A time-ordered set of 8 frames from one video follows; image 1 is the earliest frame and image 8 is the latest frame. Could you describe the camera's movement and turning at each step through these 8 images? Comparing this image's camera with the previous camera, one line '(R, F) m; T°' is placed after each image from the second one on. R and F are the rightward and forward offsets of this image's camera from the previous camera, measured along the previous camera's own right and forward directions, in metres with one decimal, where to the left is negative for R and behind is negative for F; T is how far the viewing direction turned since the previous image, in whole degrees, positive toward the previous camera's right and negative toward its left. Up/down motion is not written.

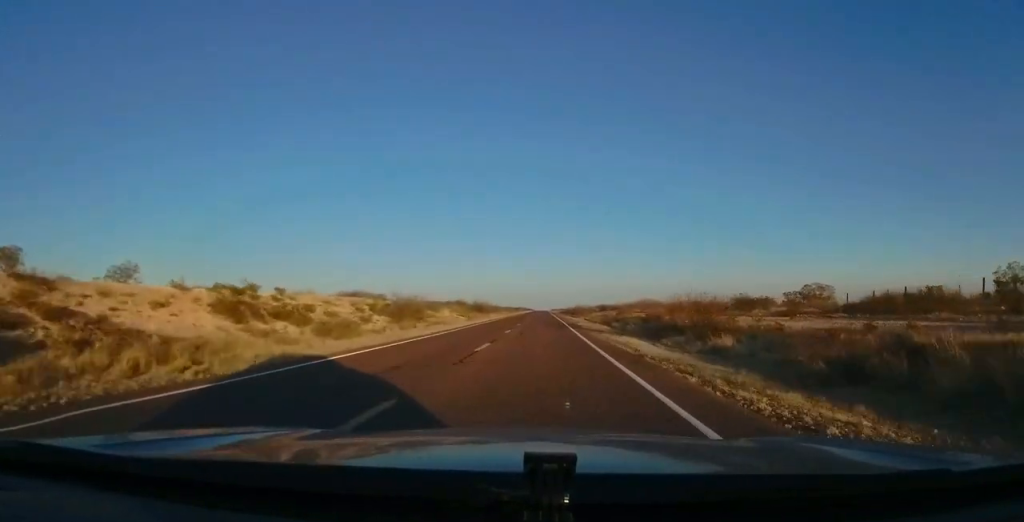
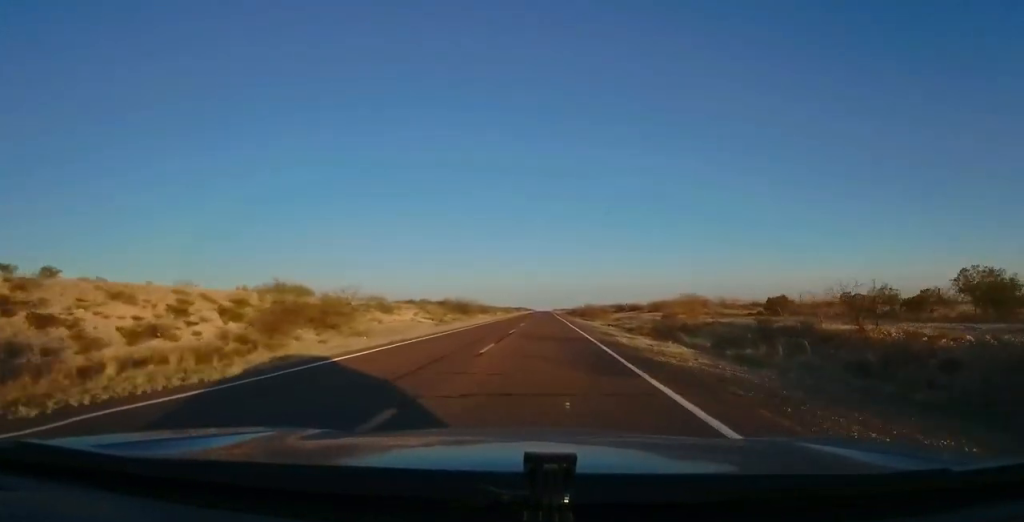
(-0.3, +24.6) m; -1°
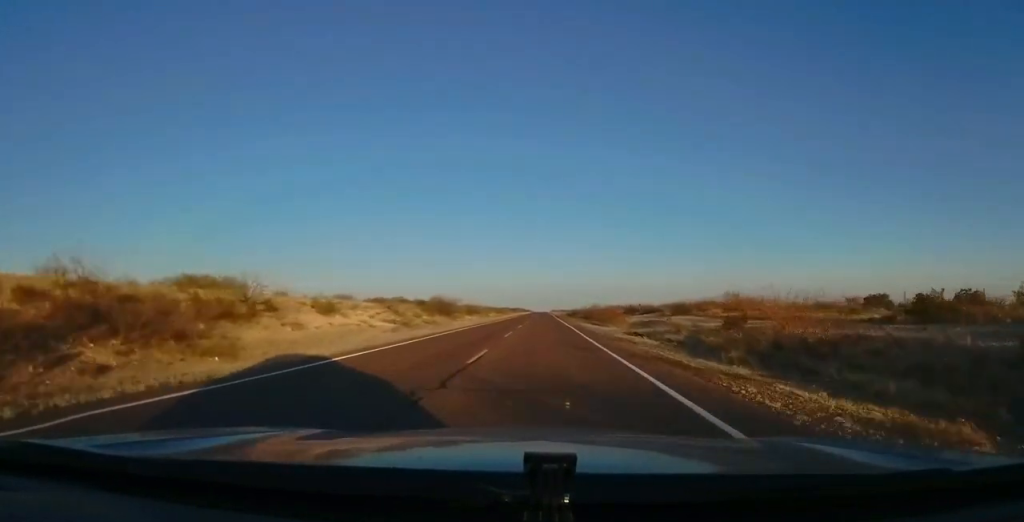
(-0.3, +14.8) m; 0°
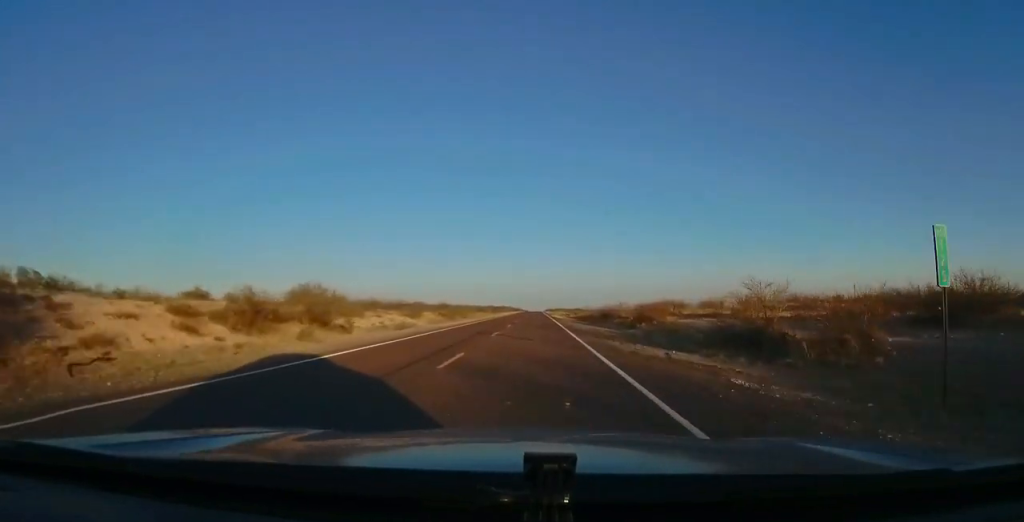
(+1.7, +73.7) m; +1°
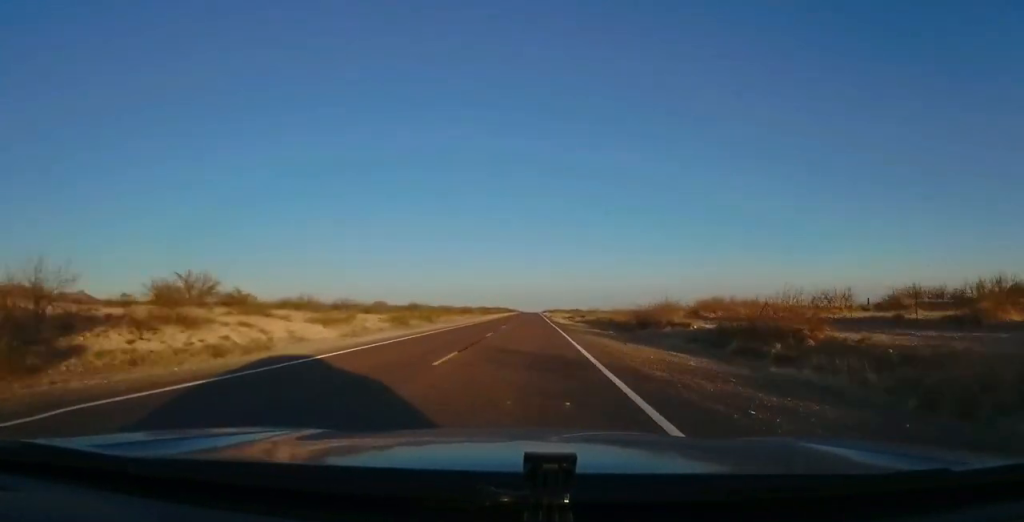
(-0.1, +23.5) m; -1°
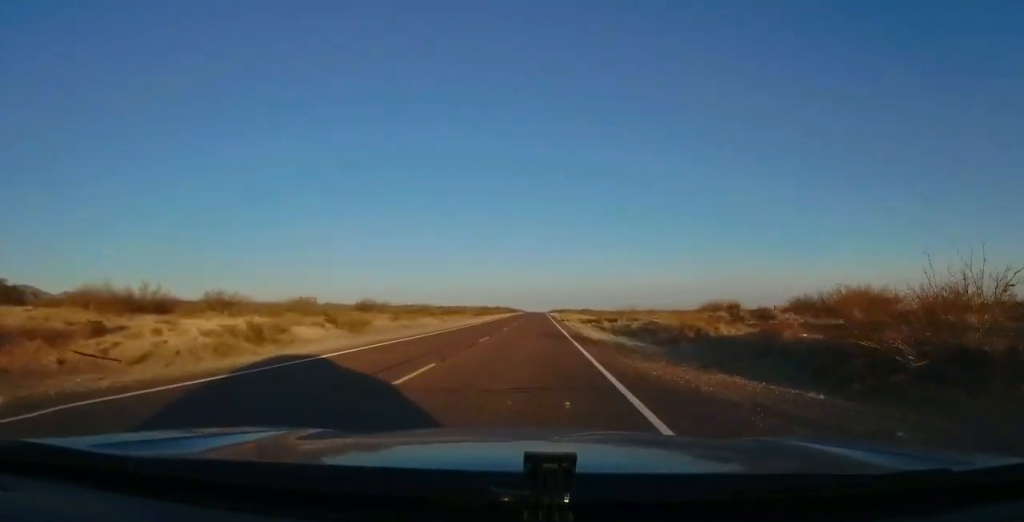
(-0.3, +27.5) m; 0°
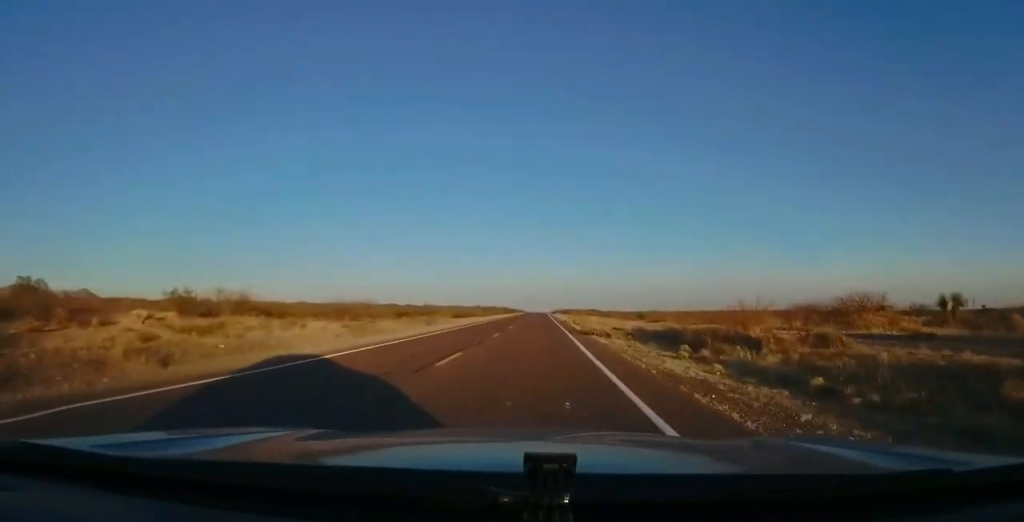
(+0.2, +33.4) m; 0°
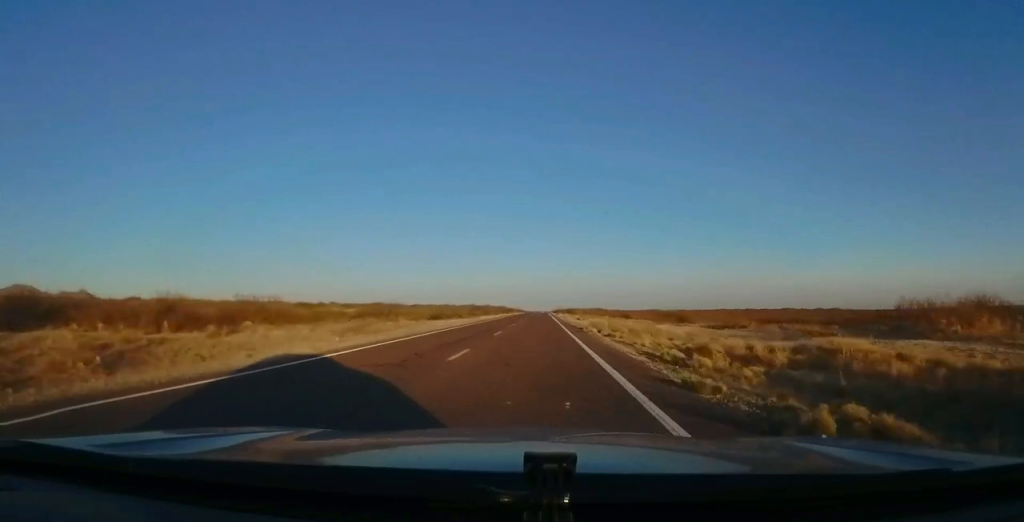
(-0.2, +23.5) m; 0°
